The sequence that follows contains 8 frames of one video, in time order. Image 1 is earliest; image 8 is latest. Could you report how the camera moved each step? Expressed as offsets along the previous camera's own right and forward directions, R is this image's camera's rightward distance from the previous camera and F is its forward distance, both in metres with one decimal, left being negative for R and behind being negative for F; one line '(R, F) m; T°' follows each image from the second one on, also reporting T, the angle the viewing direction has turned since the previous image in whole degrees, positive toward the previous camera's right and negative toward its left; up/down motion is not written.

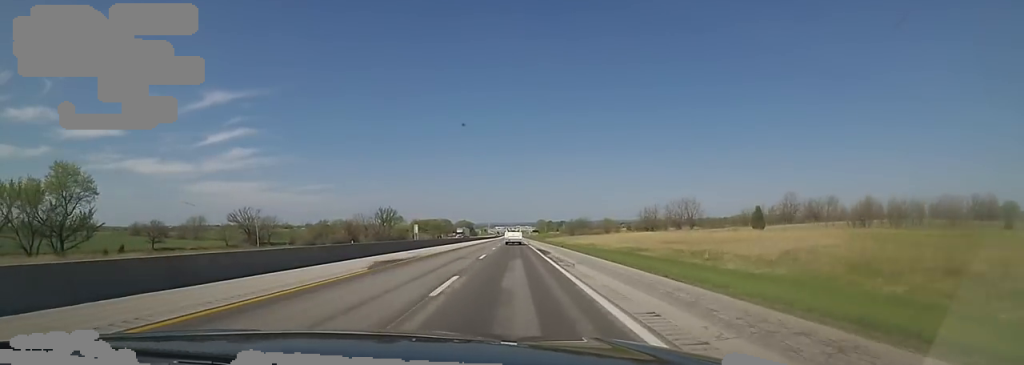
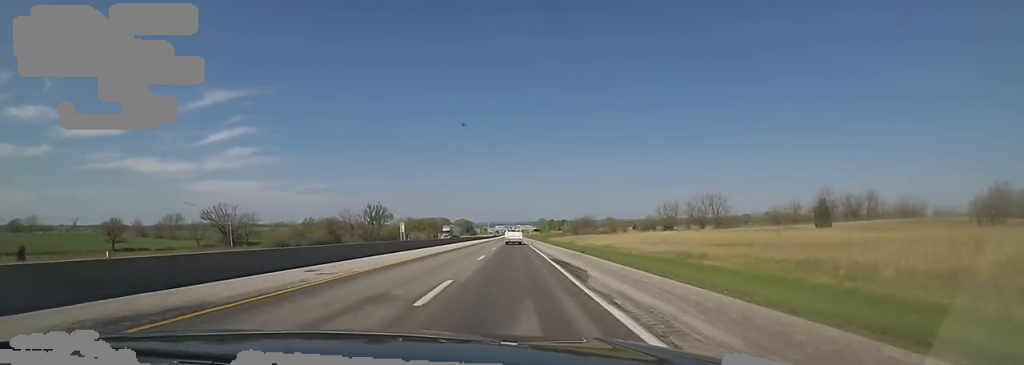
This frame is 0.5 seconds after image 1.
(+0.3, +15.9) m; 0°
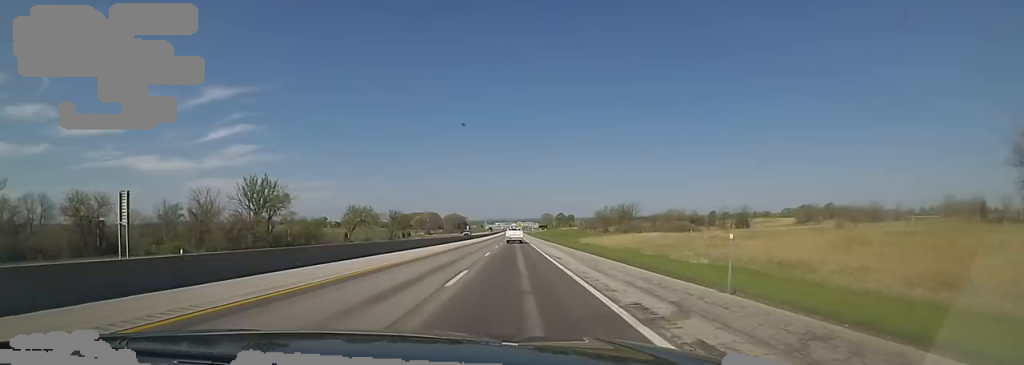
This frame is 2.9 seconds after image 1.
(-3.0, +87.3) m; -3°
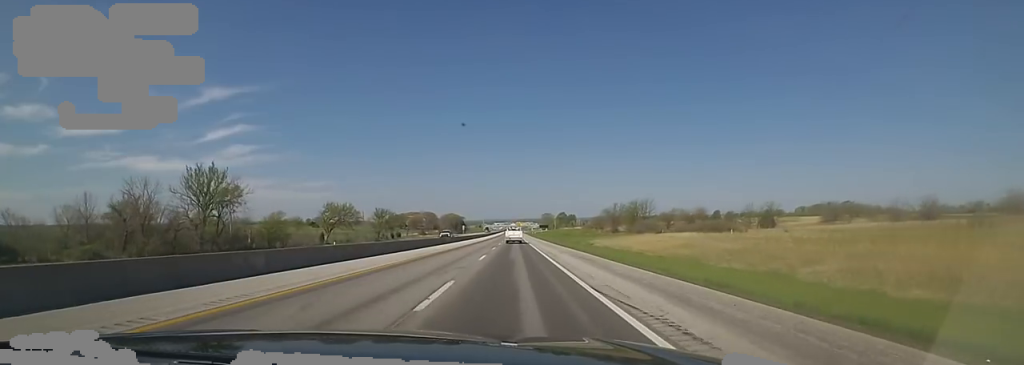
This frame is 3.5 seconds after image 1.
(-0.7, +19.5) m; 0°
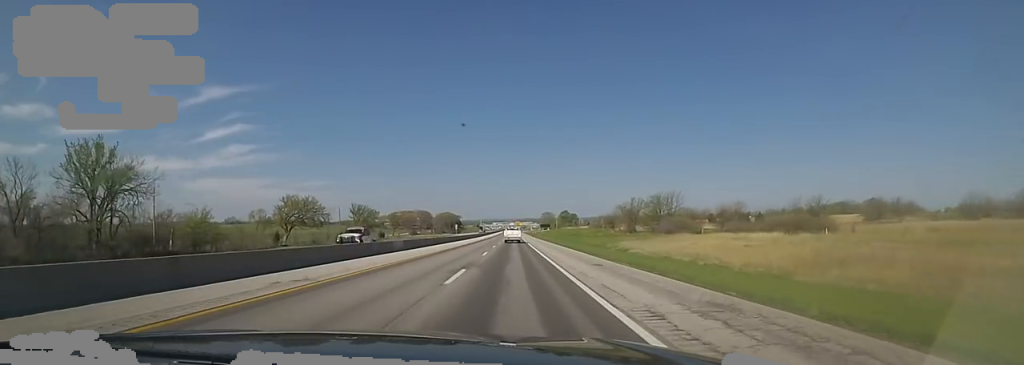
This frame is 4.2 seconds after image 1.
(+1.3, +27.2) m; +1°
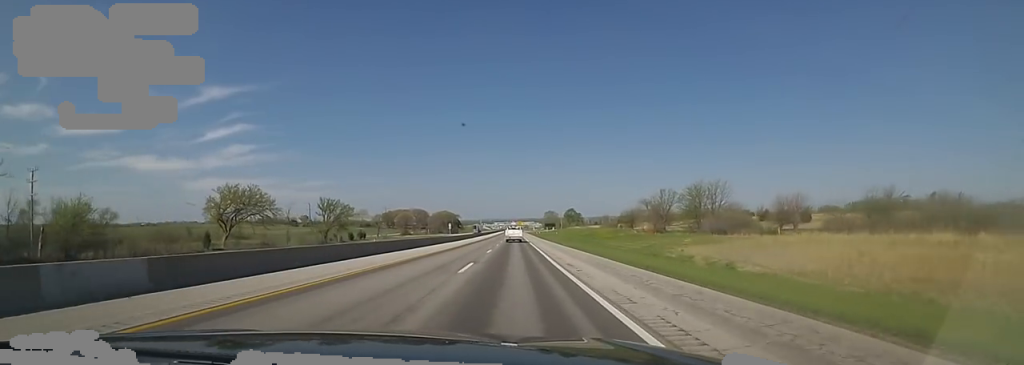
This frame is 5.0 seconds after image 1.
(-0.1, +28.5) m; 0°
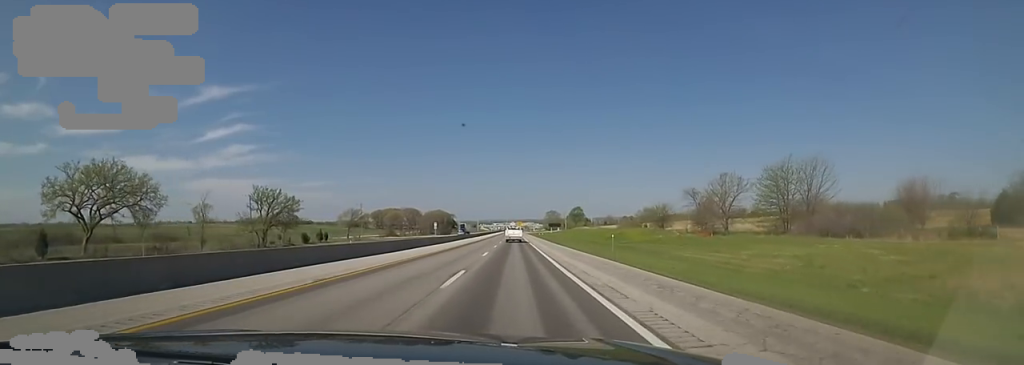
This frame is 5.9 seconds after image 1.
(+0.2, +35.3) m; 0°
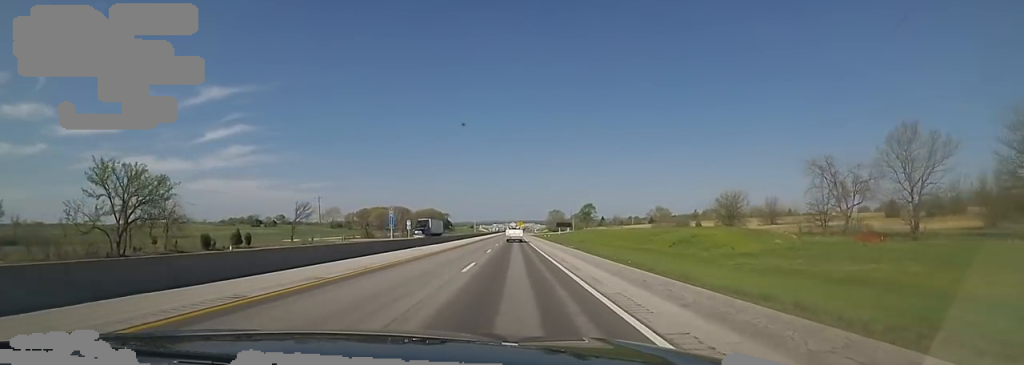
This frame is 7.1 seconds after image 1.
(0.0, +42.3) m; 0°
